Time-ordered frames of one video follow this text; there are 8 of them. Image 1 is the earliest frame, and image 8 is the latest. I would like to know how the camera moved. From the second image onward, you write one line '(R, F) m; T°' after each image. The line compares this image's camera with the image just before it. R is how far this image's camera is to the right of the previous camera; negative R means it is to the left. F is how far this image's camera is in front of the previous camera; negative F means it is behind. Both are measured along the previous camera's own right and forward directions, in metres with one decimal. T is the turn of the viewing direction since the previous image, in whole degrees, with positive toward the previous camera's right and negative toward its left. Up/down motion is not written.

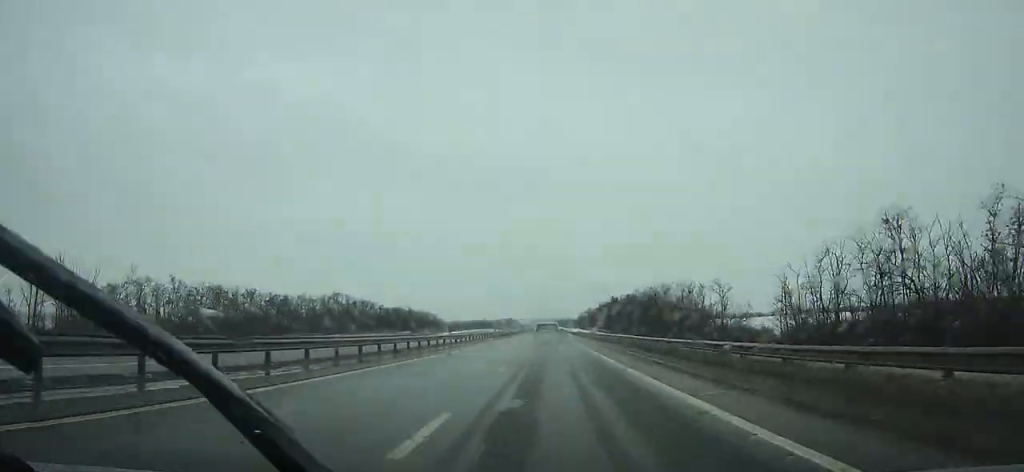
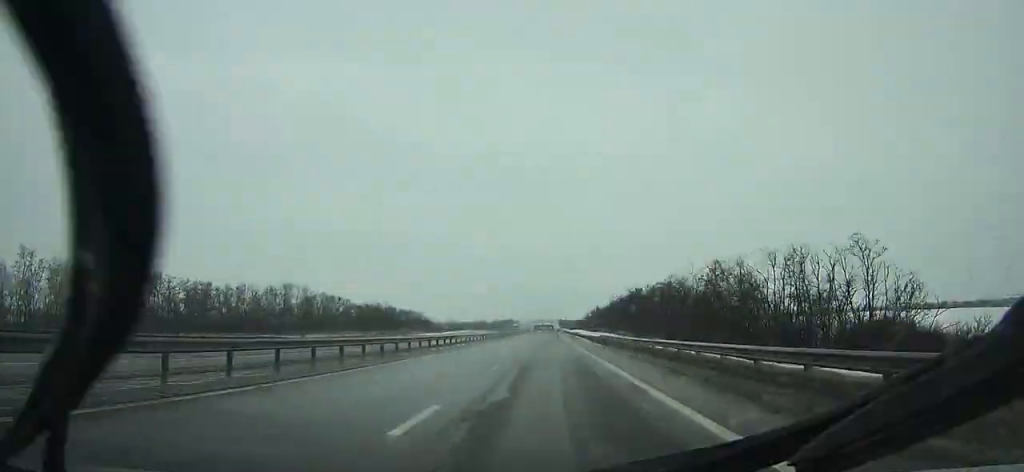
(-0.2, +47.0) m; 0°
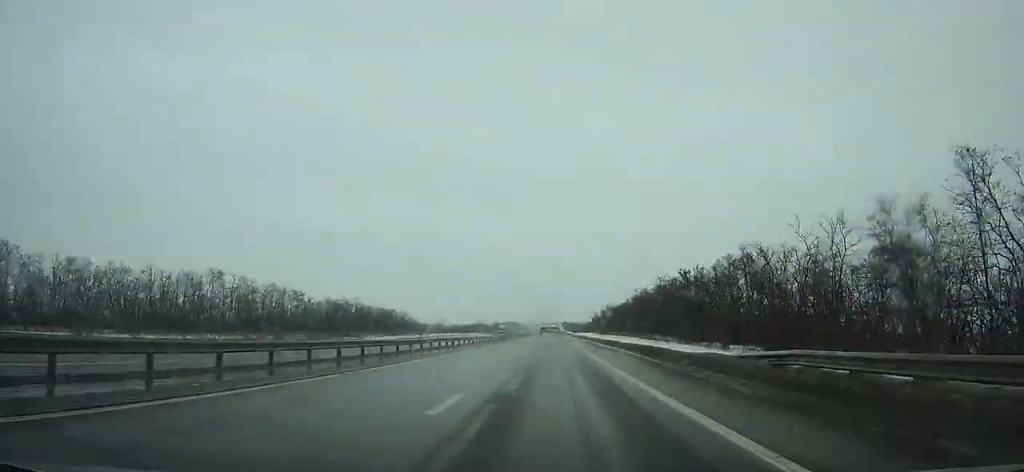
(-0.2, +44.1) m; 0°
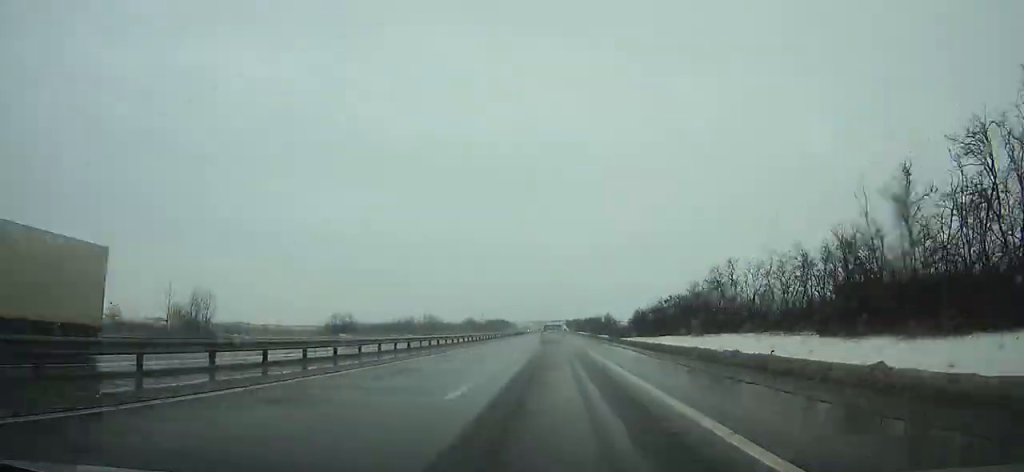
(-0.7, +267.4) m; -1°
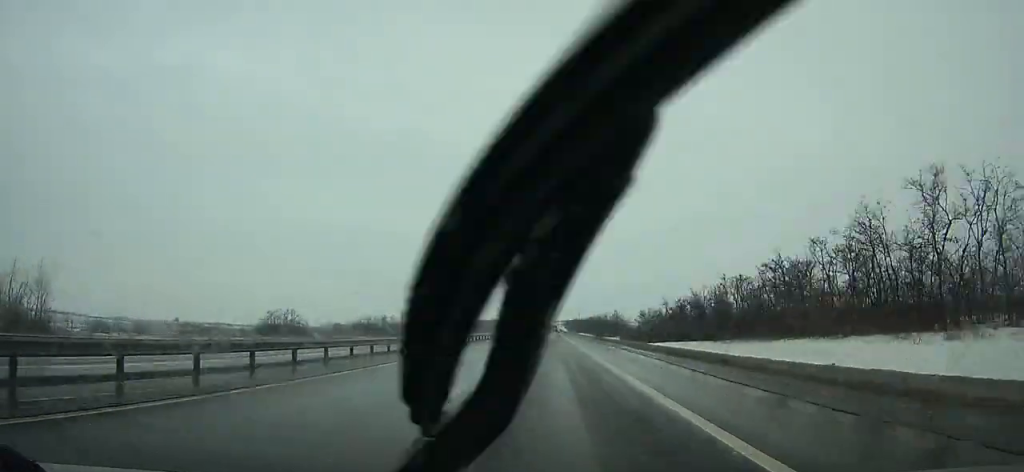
(-0.1, +47.8) m; 0°
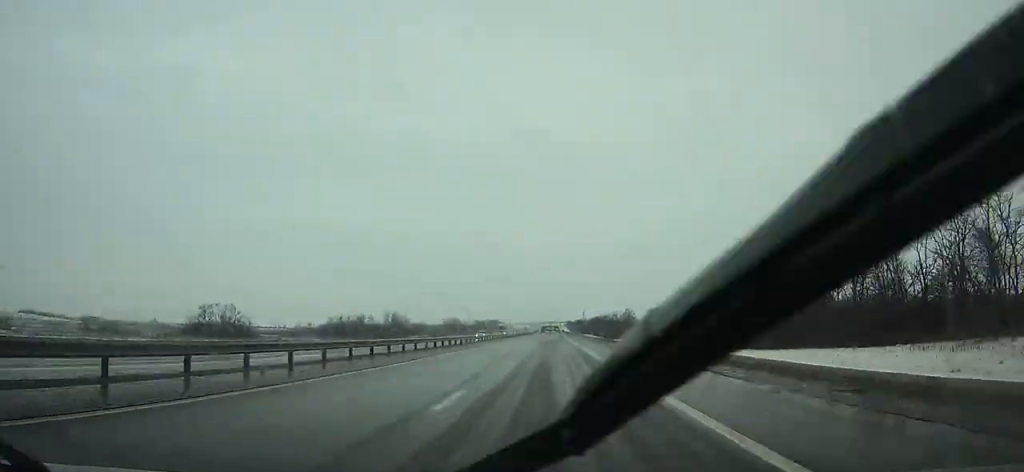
(0.0, +36.9) m; 0°
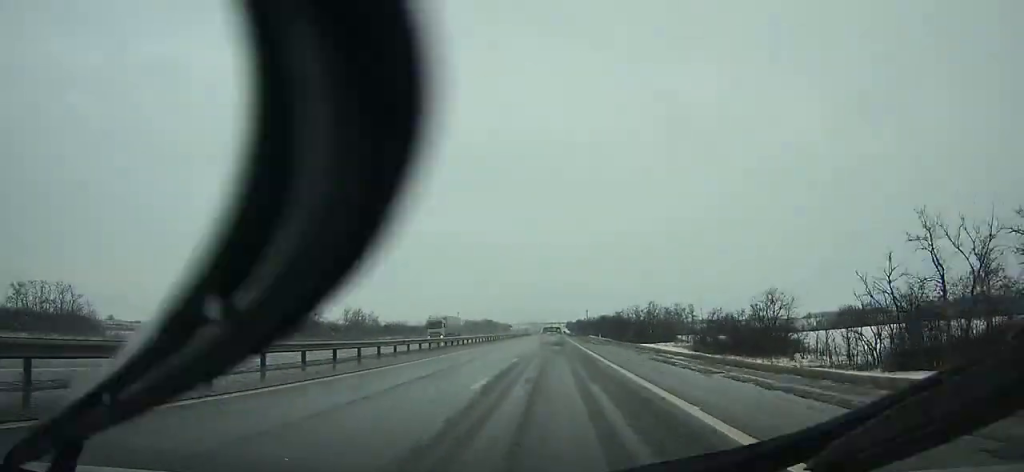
(0.0, +55.2) m; 0°
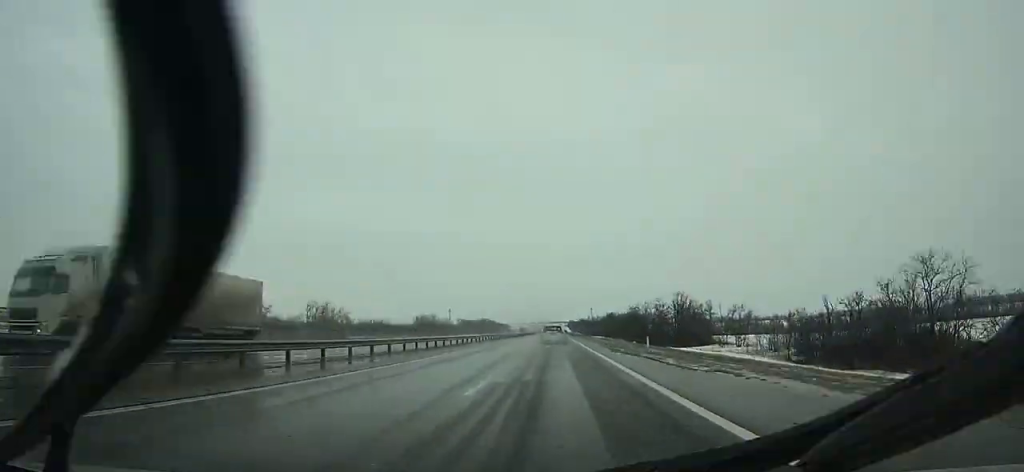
(+0.2, +36.5) m; 0°
